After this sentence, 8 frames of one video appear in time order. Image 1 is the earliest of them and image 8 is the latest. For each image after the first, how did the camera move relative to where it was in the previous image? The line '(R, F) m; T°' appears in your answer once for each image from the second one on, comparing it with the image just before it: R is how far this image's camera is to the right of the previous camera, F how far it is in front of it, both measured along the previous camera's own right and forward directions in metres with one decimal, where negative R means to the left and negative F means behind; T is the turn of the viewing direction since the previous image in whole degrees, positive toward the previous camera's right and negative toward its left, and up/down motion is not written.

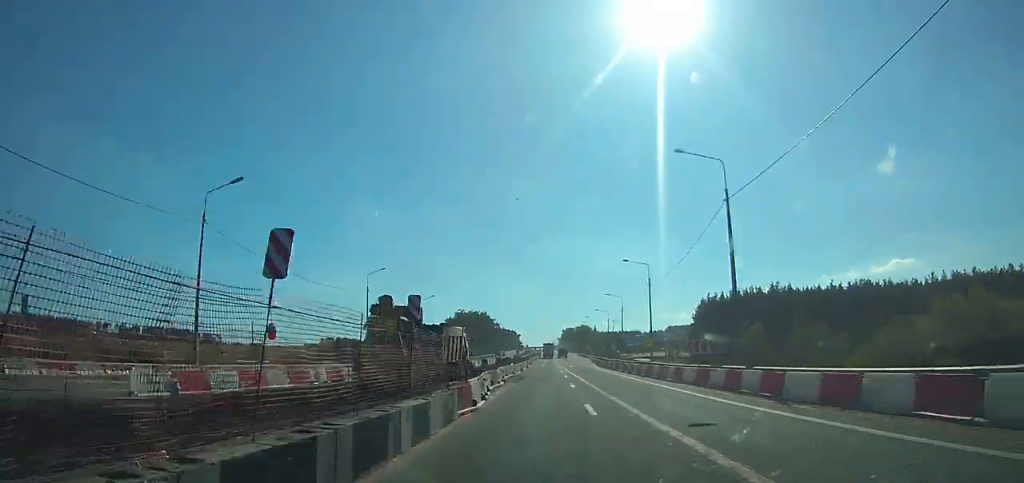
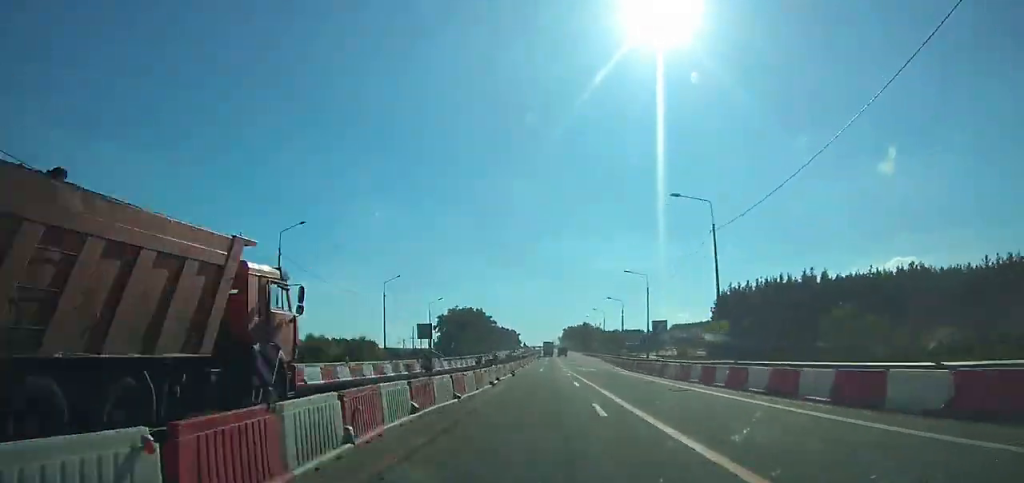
(-0.1, +24.9) m; 0°
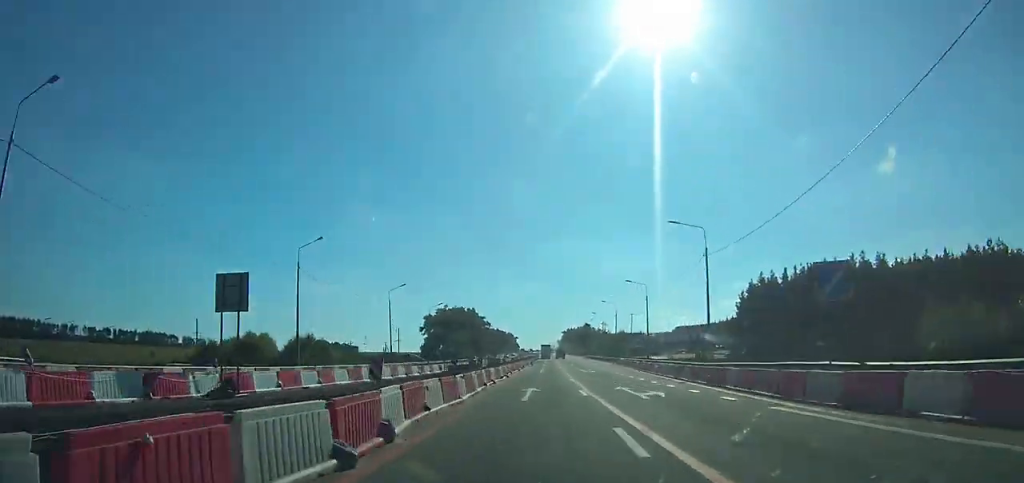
(+0.1, +30.1) m; 0°
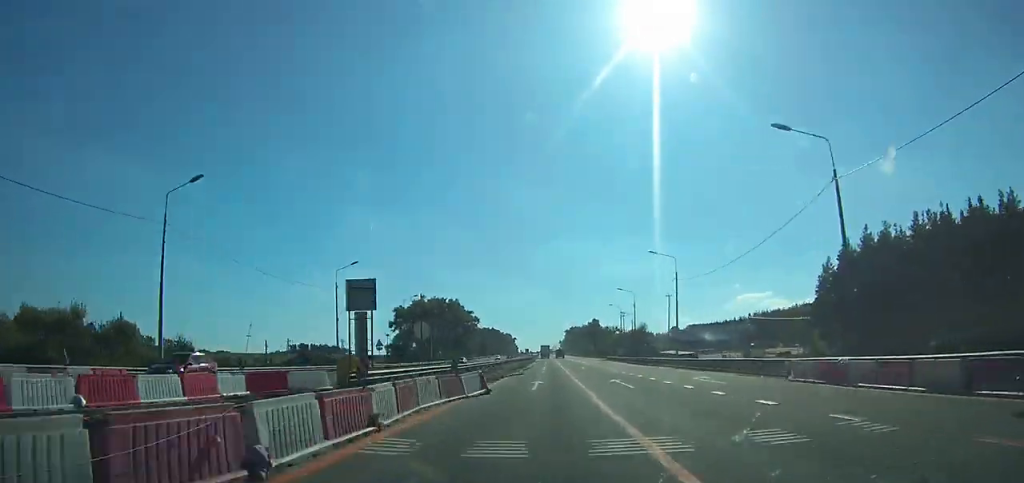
(-0.1, +57.5) m; 0°
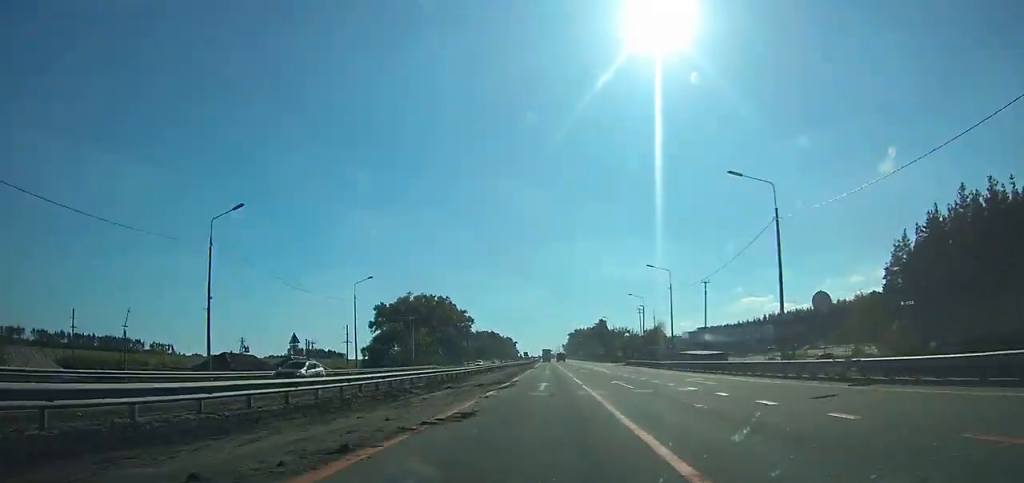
(-0.1, +29.3) m; 0°
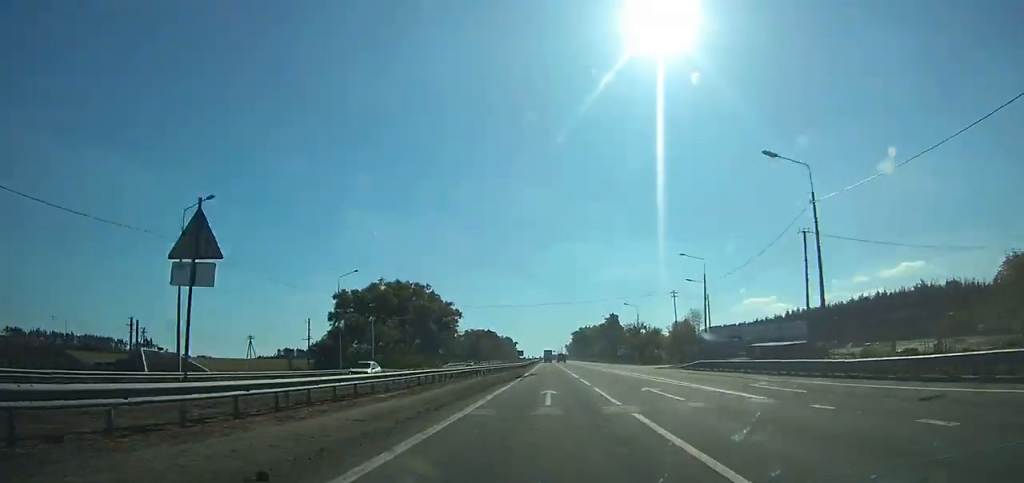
(0.0, +40.0) m; 0°
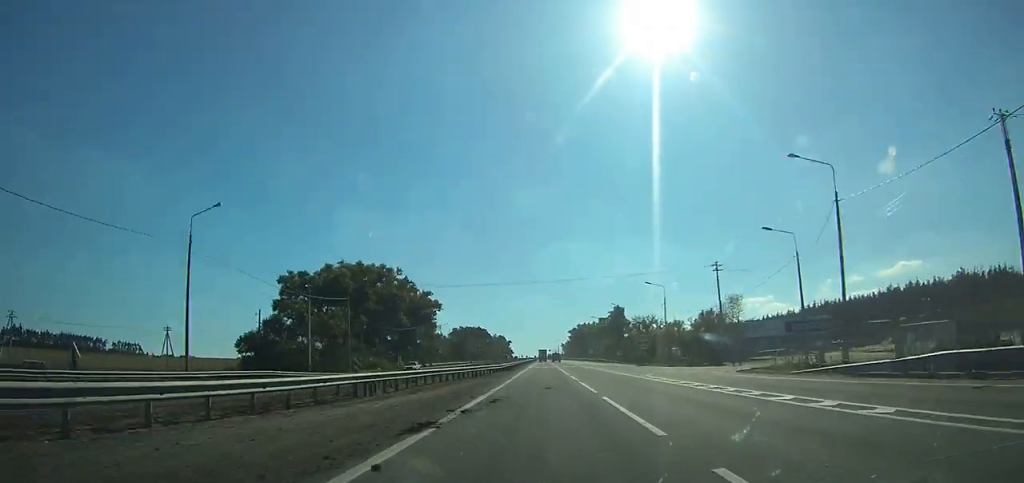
(0.0, +30.9) m; 0°
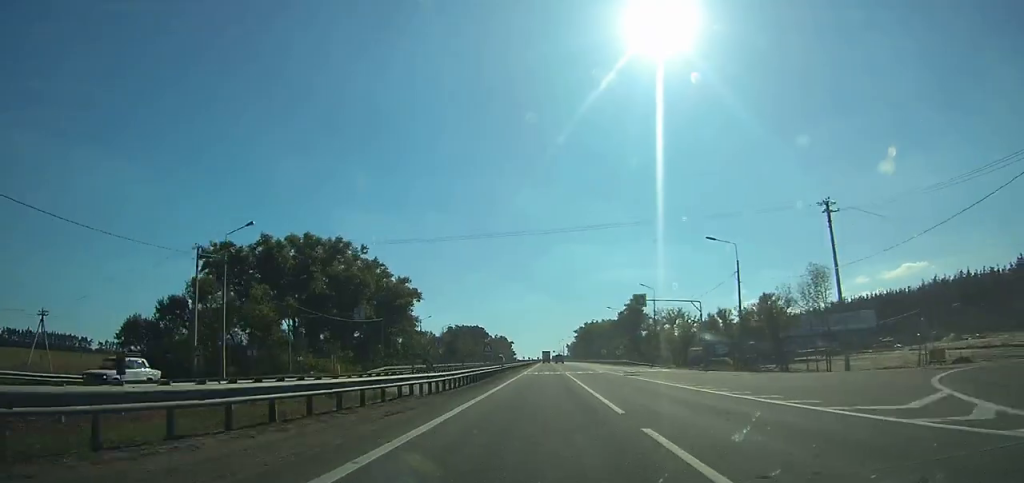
(-0.1, +31.5) m; 0°
